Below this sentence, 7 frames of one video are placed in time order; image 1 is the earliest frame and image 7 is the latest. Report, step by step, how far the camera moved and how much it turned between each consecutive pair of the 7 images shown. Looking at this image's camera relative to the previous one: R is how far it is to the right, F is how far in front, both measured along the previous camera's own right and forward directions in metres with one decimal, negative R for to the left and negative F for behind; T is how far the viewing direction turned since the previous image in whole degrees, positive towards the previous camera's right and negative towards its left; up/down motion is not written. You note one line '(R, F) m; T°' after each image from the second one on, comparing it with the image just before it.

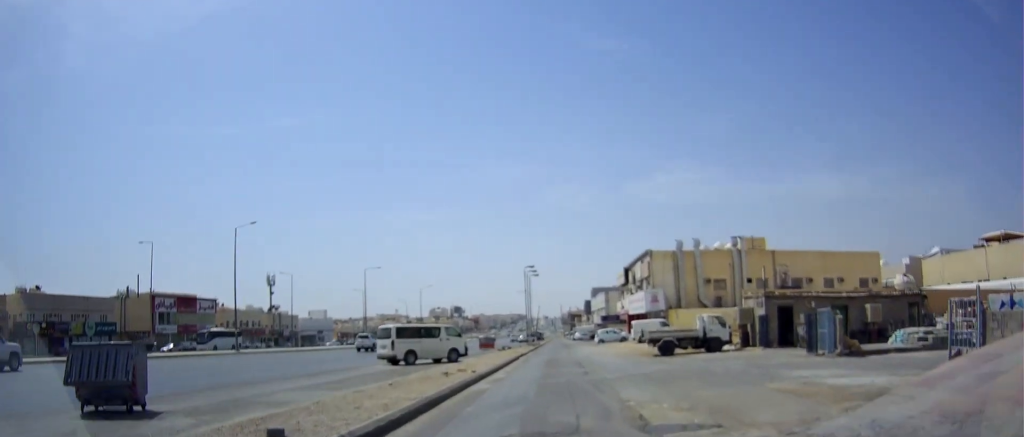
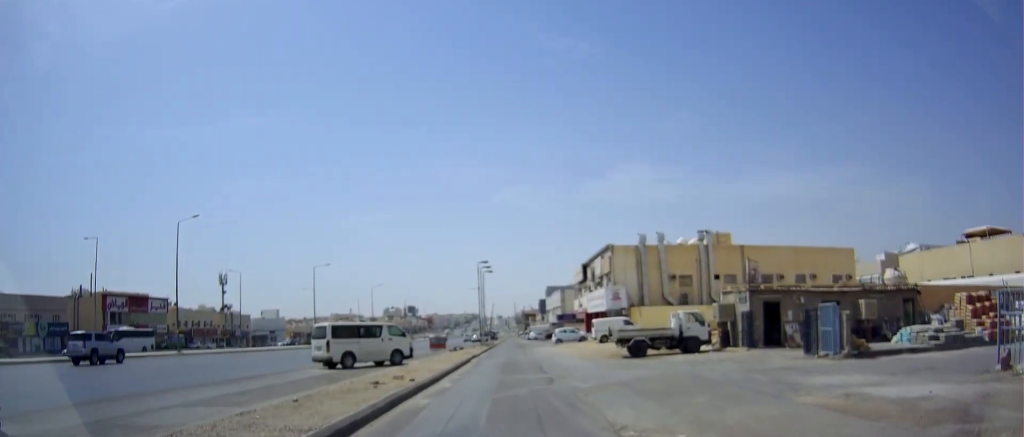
(+0.3, +3.1) m; +5°
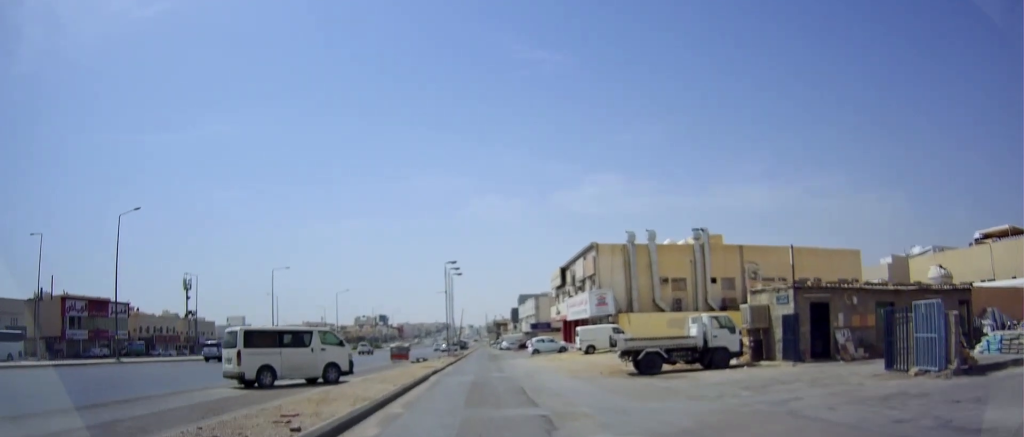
(+0.1, +6.3) m; -1°
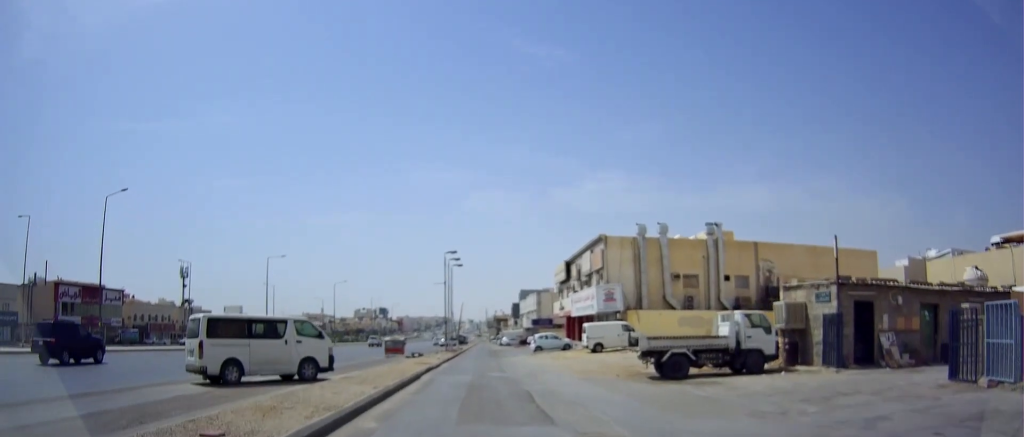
(0.0, +2.6) m; +2°
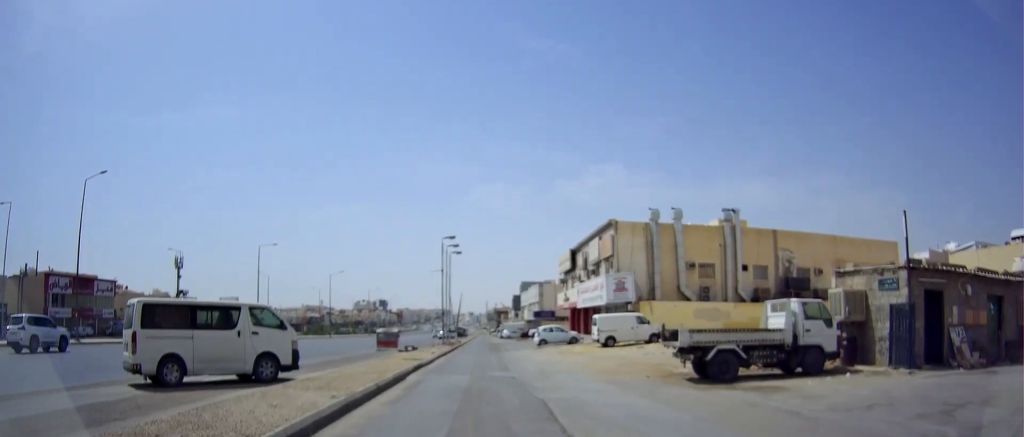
(0.0, +3.2) m; +2°
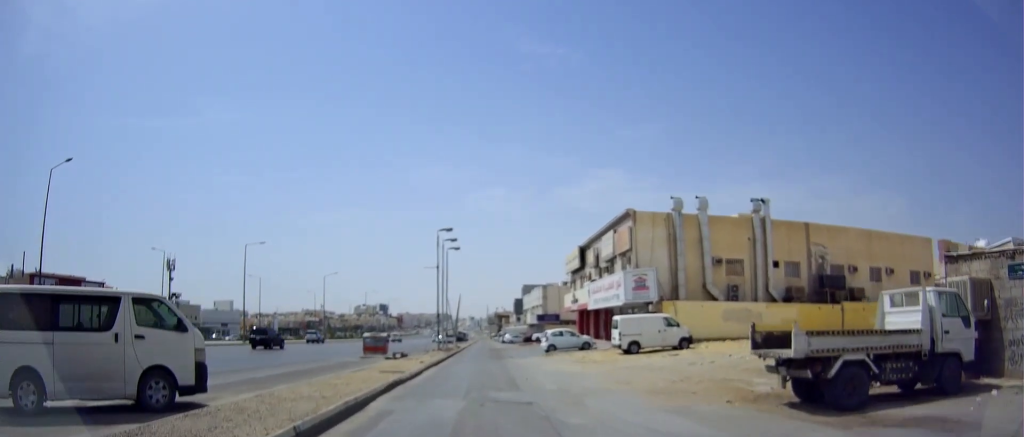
(+0.2, +4.7) m; +3°
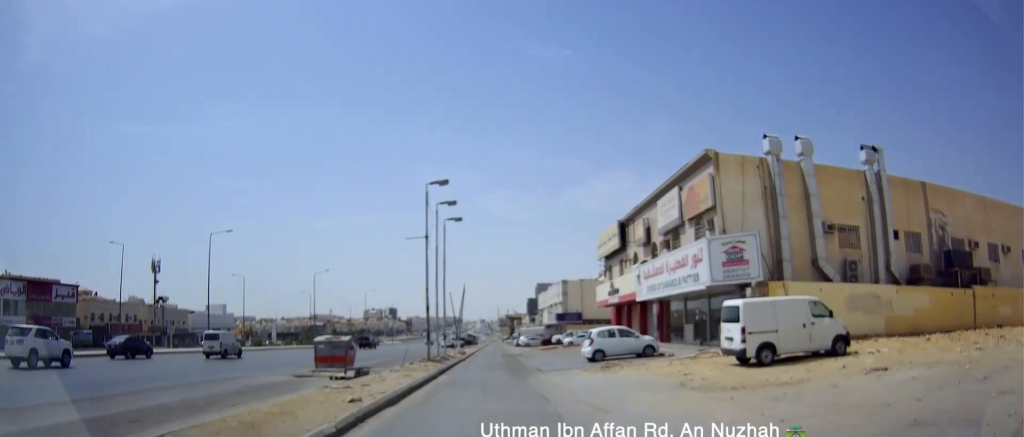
(+0.3, +12.4) m; -1°
